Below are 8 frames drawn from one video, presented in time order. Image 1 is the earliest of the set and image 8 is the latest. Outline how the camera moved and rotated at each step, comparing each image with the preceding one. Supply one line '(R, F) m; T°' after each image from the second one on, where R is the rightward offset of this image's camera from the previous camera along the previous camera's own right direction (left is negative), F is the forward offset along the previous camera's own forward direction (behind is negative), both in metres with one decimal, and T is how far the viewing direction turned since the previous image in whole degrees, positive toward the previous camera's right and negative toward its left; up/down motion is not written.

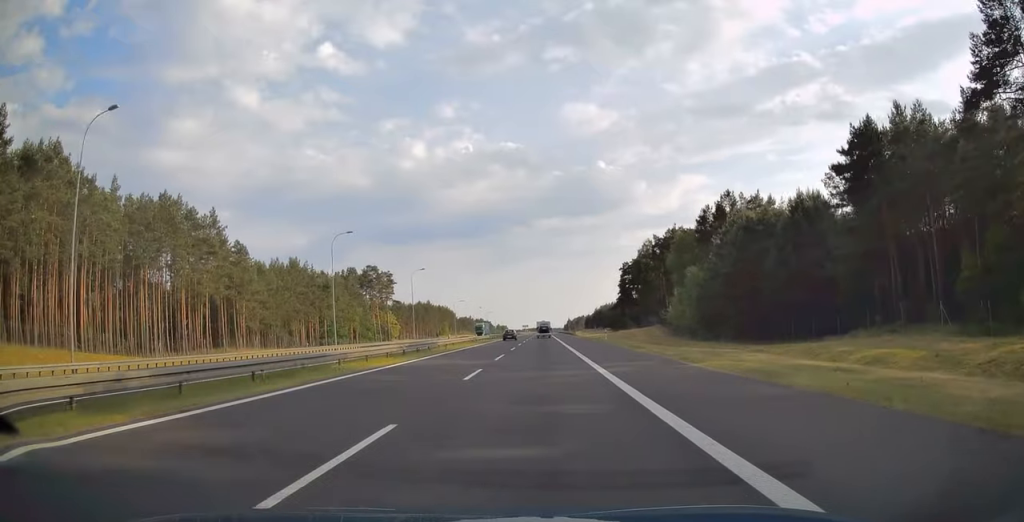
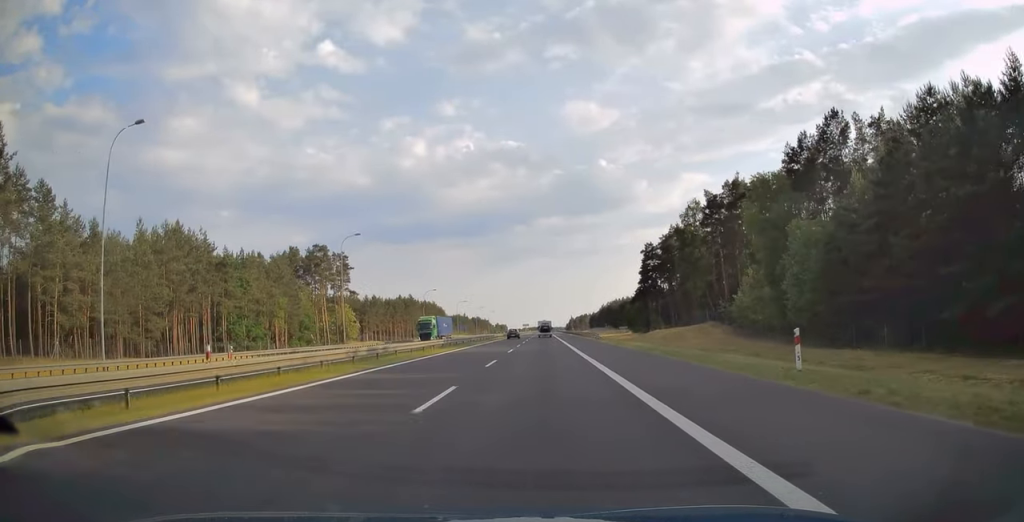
(0.0, +42.2) m; 0°
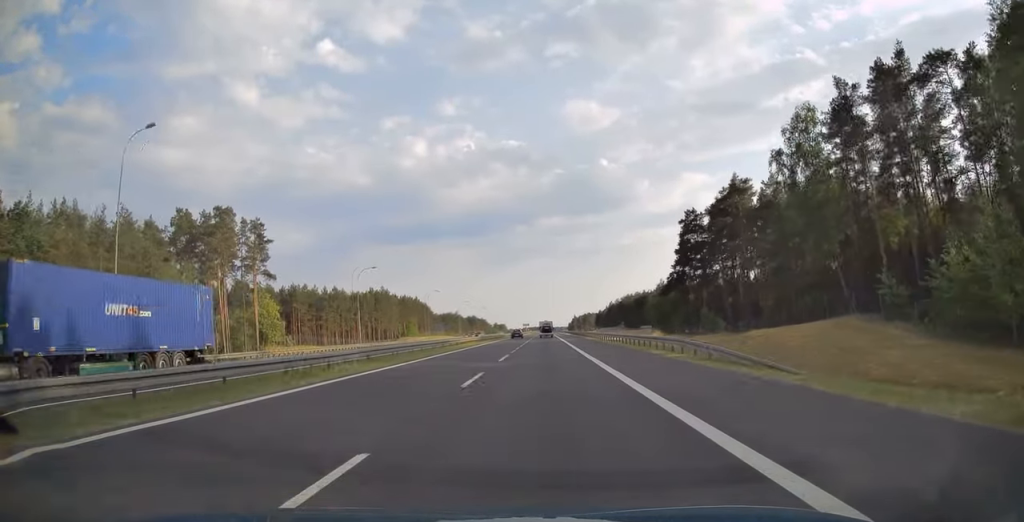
(-0.1, +43.9) m; 0°
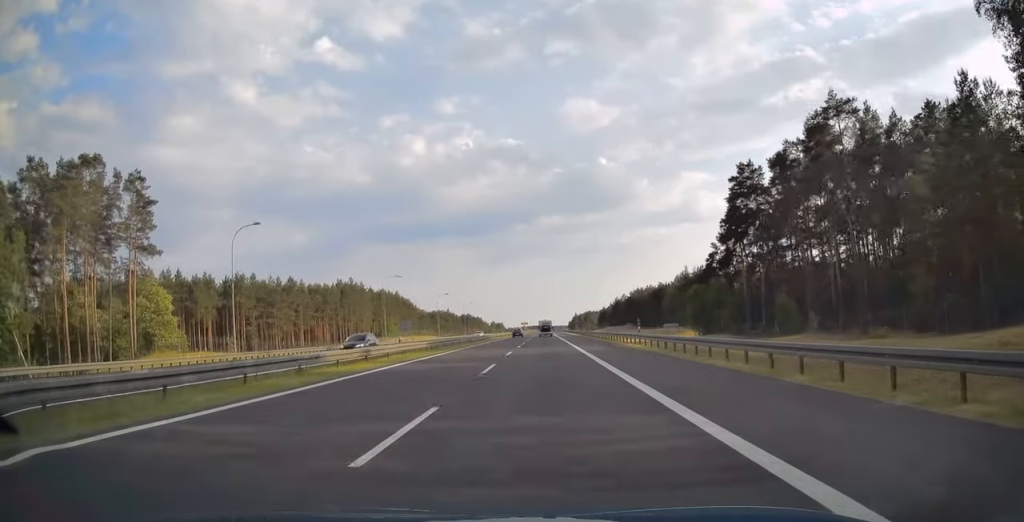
(0.0, +32.4) m; 0°
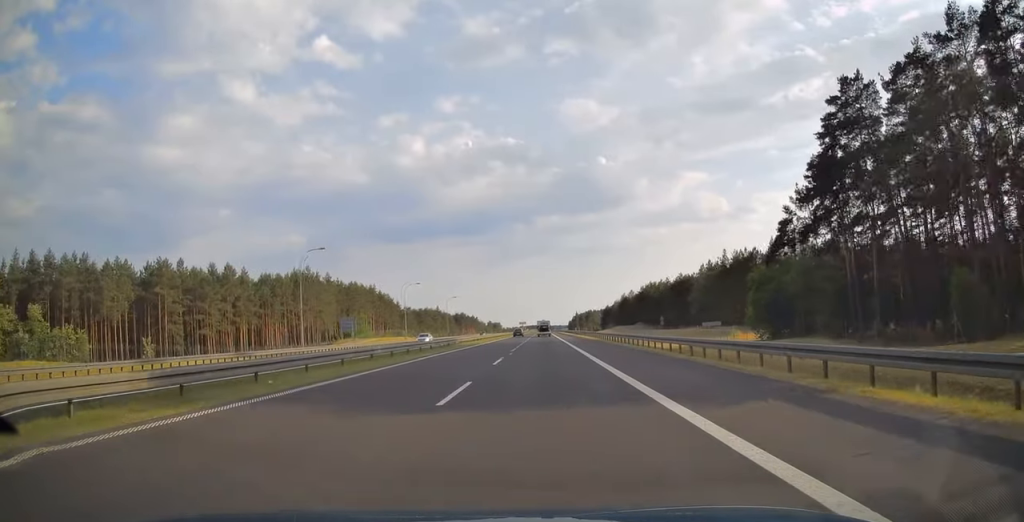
(0.0, +31.2) m; 0°
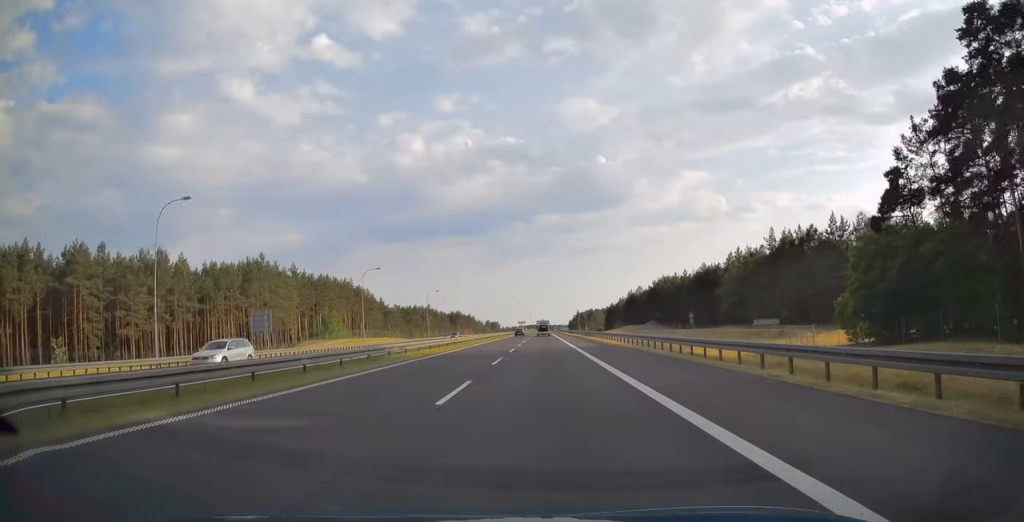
(0.0, +24.1) m; 0°
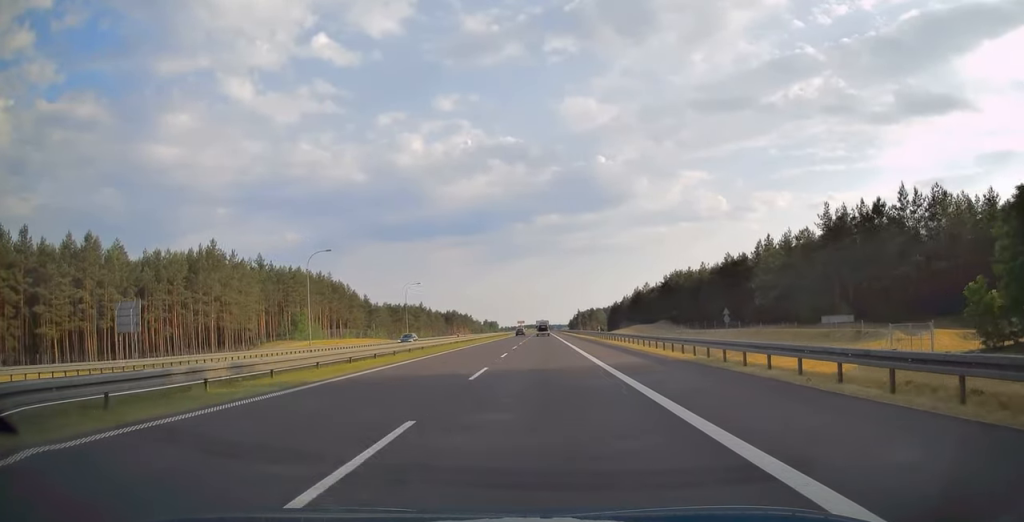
(0.0, +18.7) m; 0°
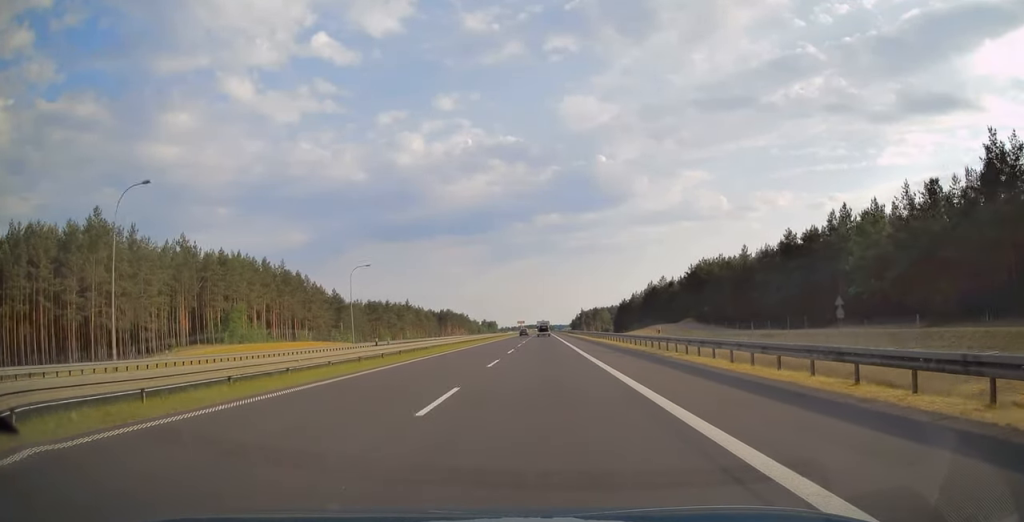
(-0.1, +30.7) m; 0°
